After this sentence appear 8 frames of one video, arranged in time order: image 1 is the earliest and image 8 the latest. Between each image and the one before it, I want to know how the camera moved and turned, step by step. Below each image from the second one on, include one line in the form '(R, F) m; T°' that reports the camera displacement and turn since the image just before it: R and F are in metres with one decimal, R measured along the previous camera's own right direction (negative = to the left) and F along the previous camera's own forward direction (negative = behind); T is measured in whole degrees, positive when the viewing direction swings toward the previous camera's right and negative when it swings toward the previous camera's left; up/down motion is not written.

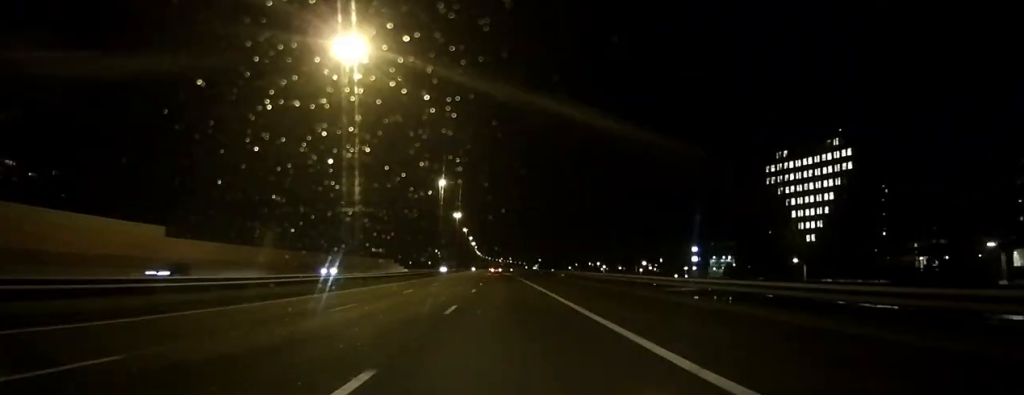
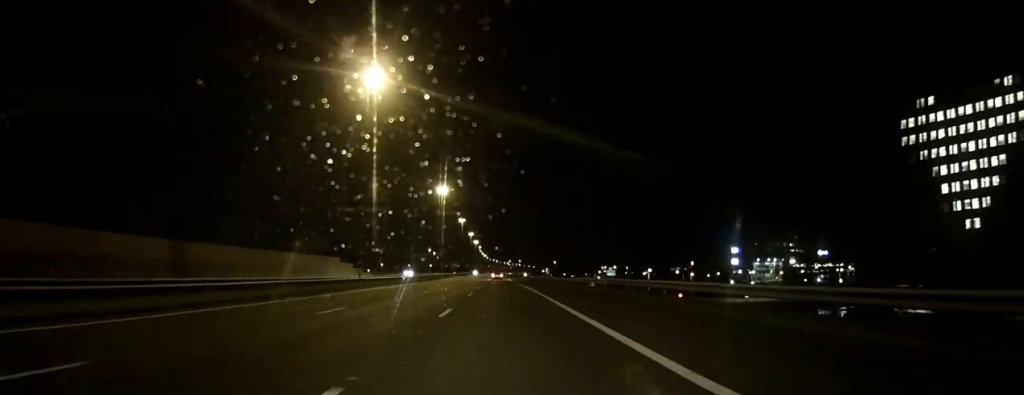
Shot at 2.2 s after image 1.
(-0.8, +72.3) m; -1°
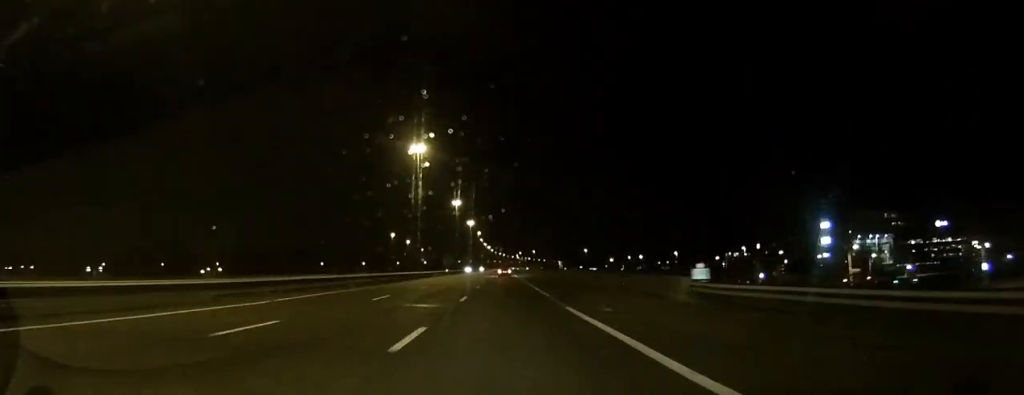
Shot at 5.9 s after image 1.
(-1.7, +117.7) m; -1°
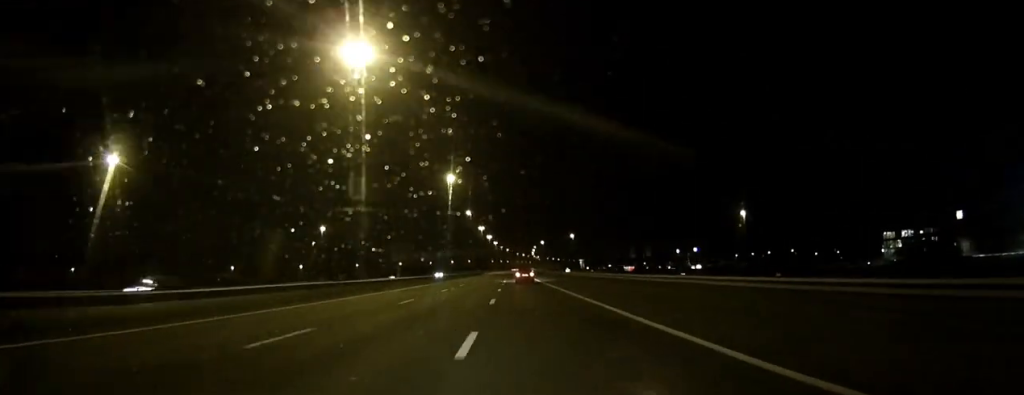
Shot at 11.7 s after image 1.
(+1.6, +164.4) m; +1°
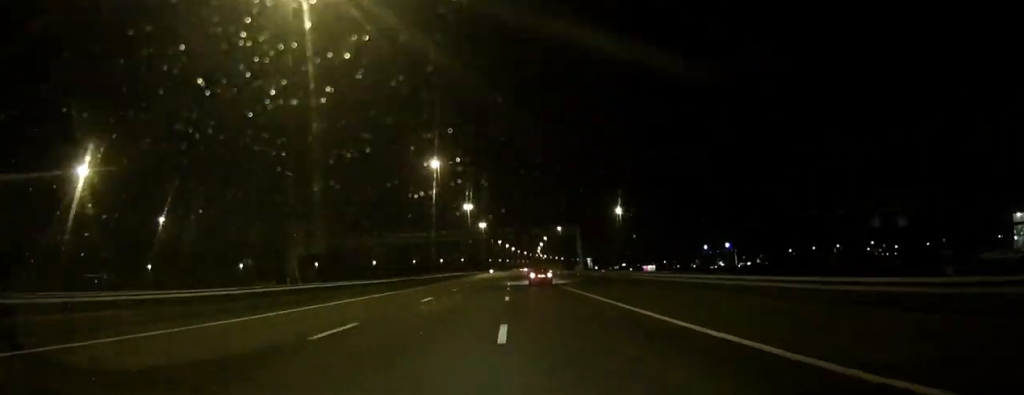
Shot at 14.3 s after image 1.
(-0.9, +71.4) m; 0°
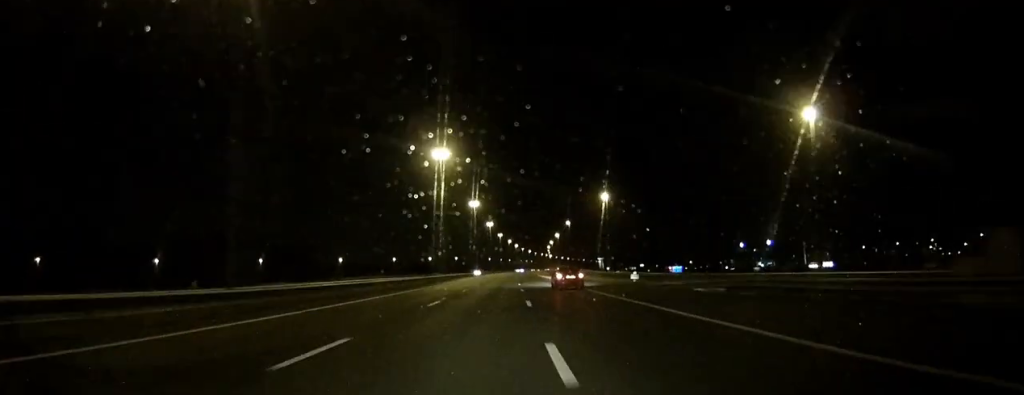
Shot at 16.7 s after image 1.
(+0.4, +62.7) m; +1°
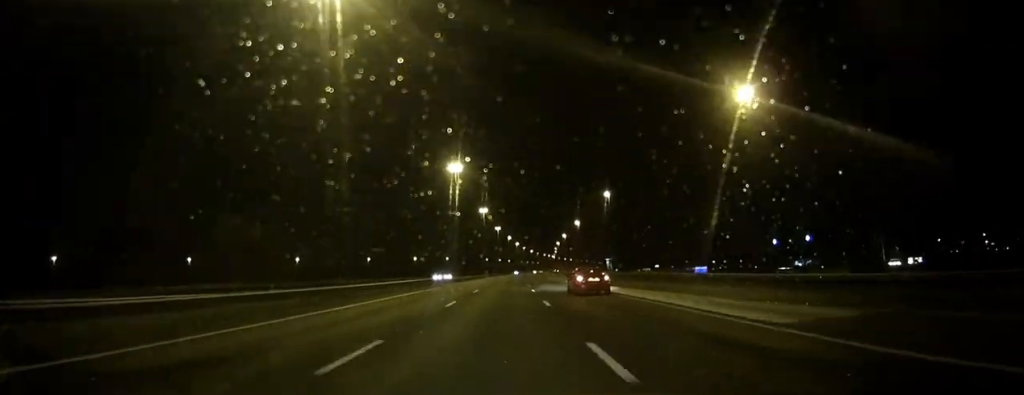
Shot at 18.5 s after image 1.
(+0.5, +48.0) m; +1°
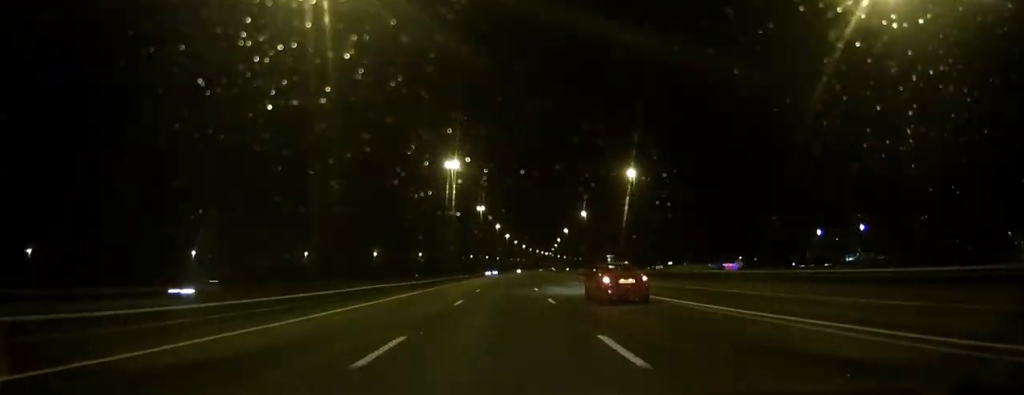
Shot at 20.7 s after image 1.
(0.0, +58.9) m; 0°
